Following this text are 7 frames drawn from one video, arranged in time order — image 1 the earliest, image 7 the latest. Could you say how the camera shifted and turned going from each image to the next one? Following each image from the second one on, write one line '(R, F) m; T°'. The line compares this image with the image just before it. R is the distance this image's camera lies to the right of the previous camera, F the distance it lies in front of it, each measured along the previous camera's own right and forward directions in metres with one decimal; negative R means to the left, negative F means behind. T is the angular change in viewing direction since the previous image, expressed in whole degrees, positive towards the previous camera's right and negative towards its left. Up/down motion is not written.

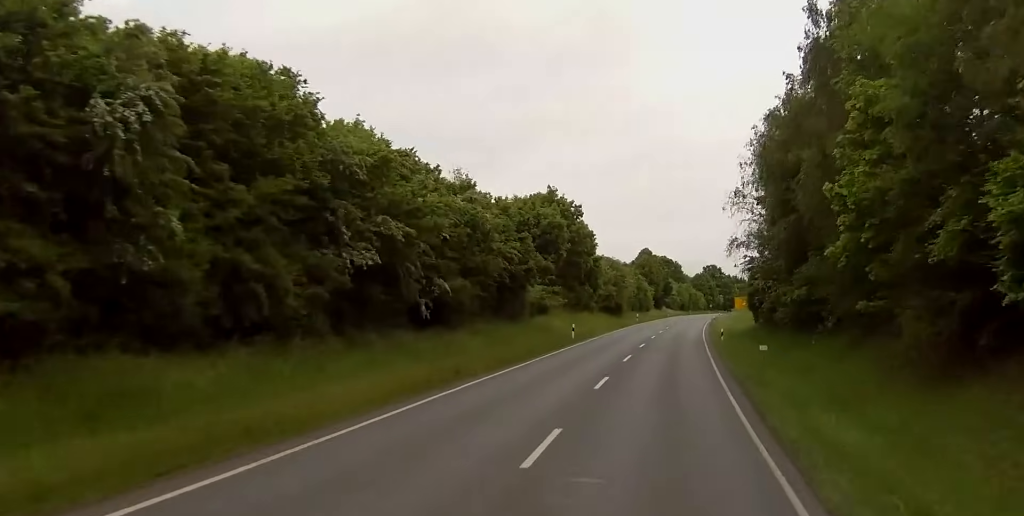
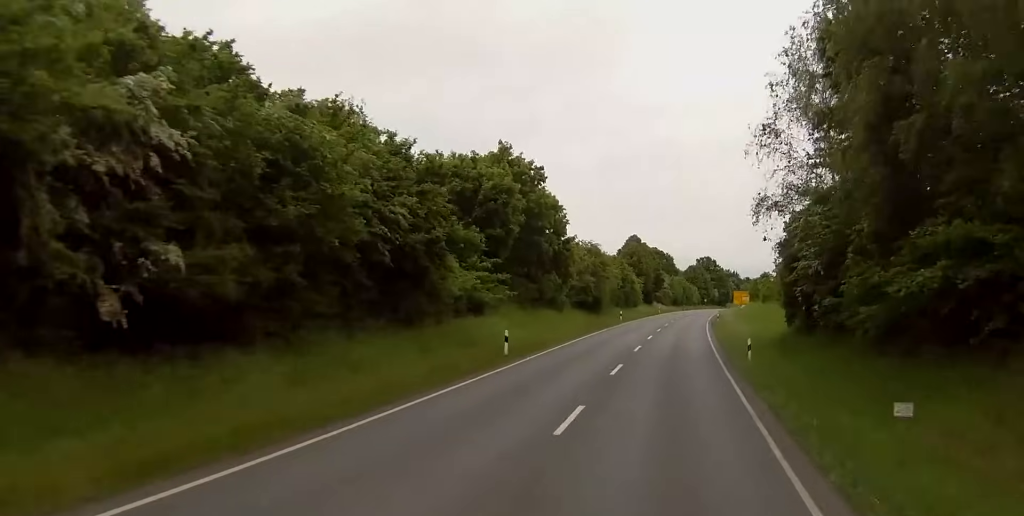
(-0.4, +21.0) m; 0°
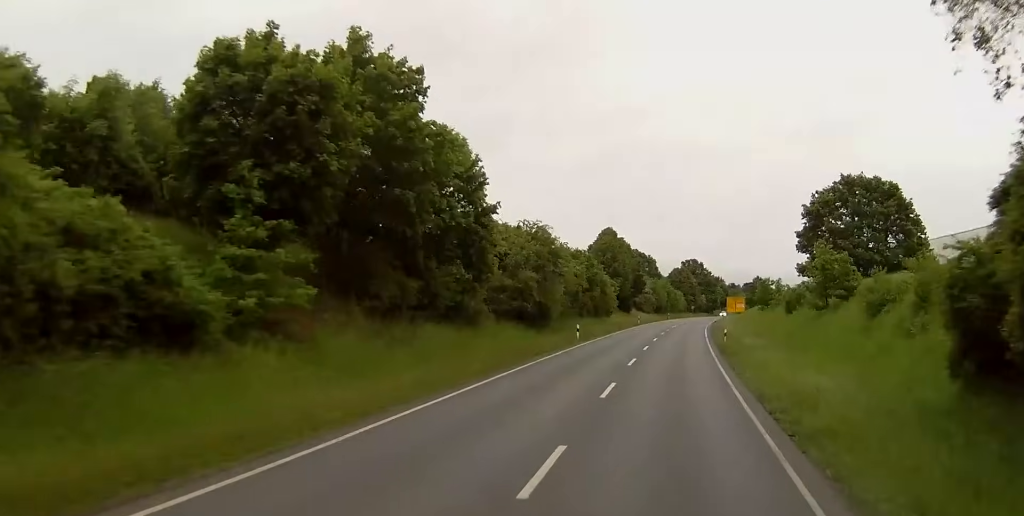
(+0.7, +28.1) m; +2°
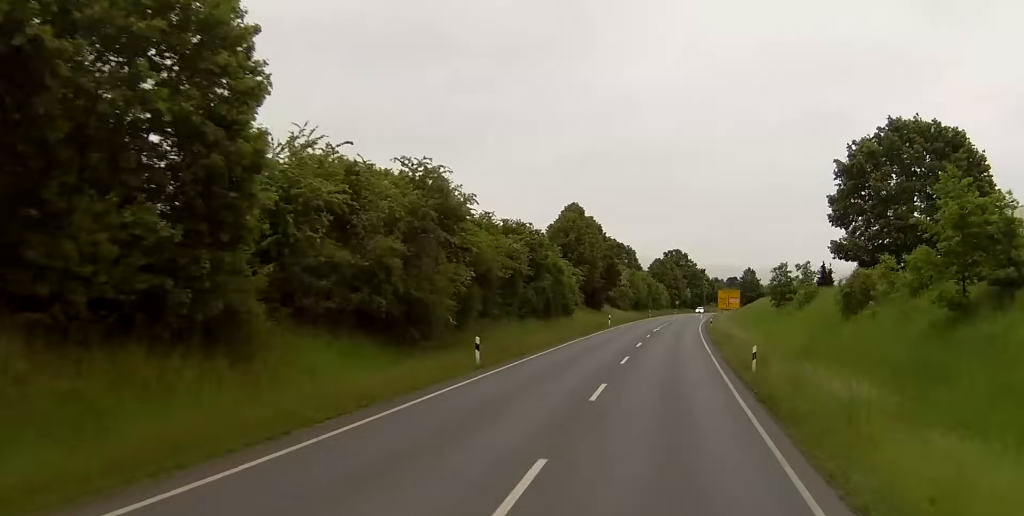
(+0.6, +25.3) m; +1°
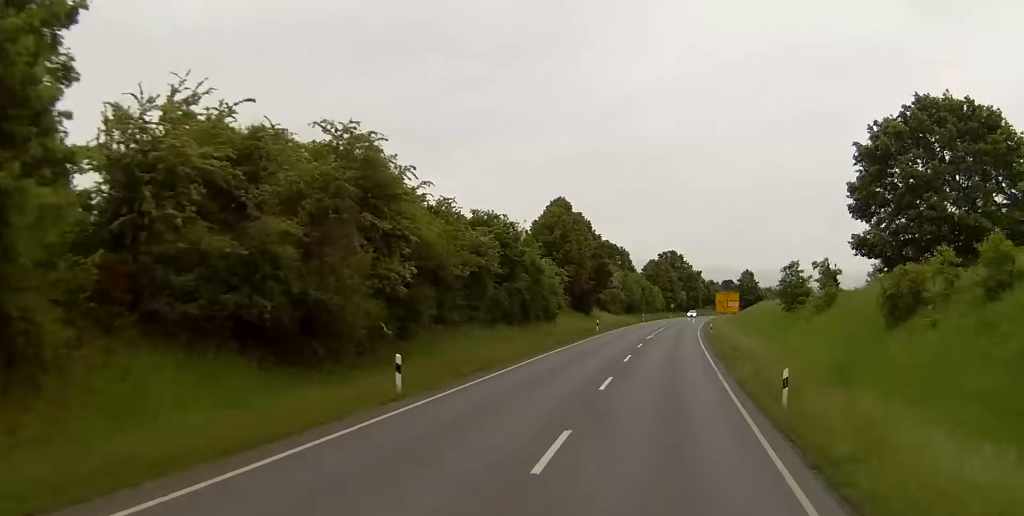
(-0.1, +8.4) m; 0°
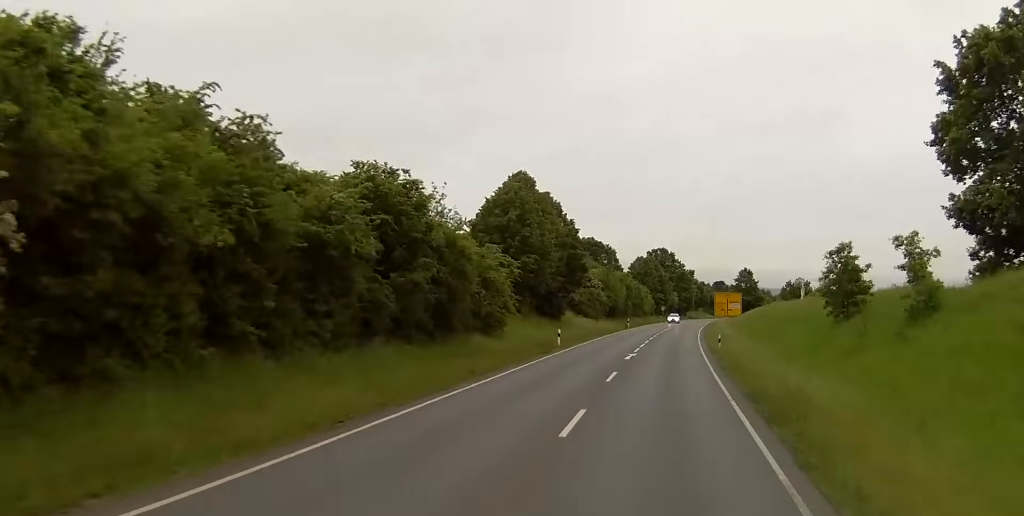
(-0.2, +20.0) m; +1°
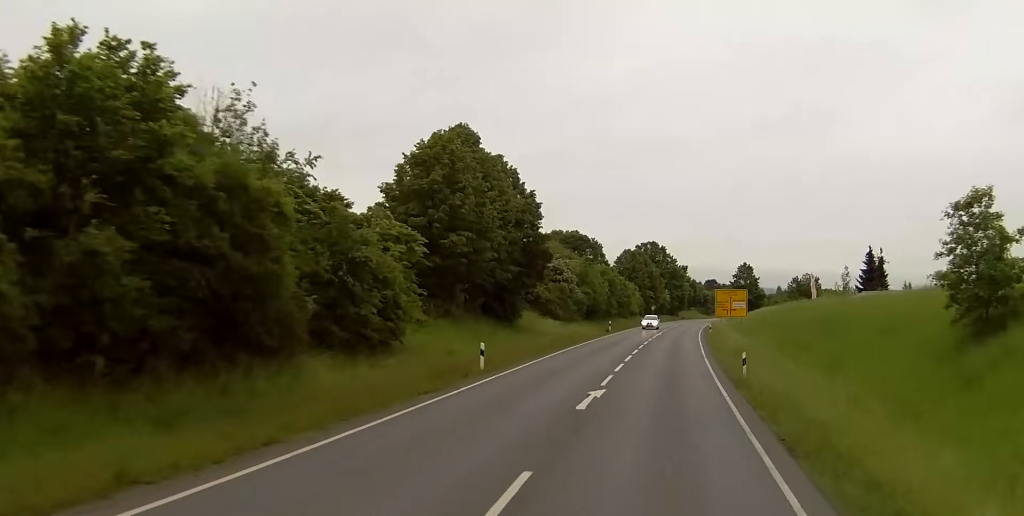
(+0.5, +19.4) m; +2°
